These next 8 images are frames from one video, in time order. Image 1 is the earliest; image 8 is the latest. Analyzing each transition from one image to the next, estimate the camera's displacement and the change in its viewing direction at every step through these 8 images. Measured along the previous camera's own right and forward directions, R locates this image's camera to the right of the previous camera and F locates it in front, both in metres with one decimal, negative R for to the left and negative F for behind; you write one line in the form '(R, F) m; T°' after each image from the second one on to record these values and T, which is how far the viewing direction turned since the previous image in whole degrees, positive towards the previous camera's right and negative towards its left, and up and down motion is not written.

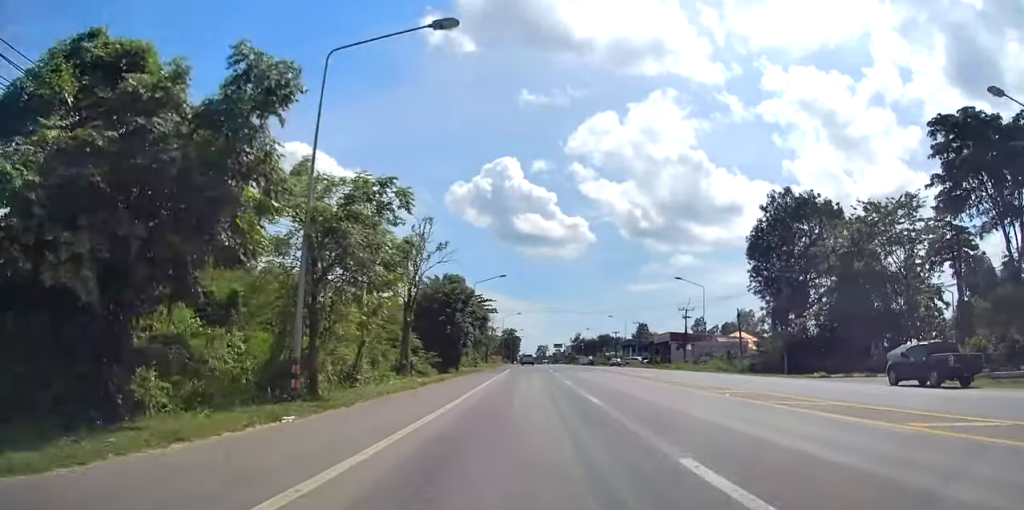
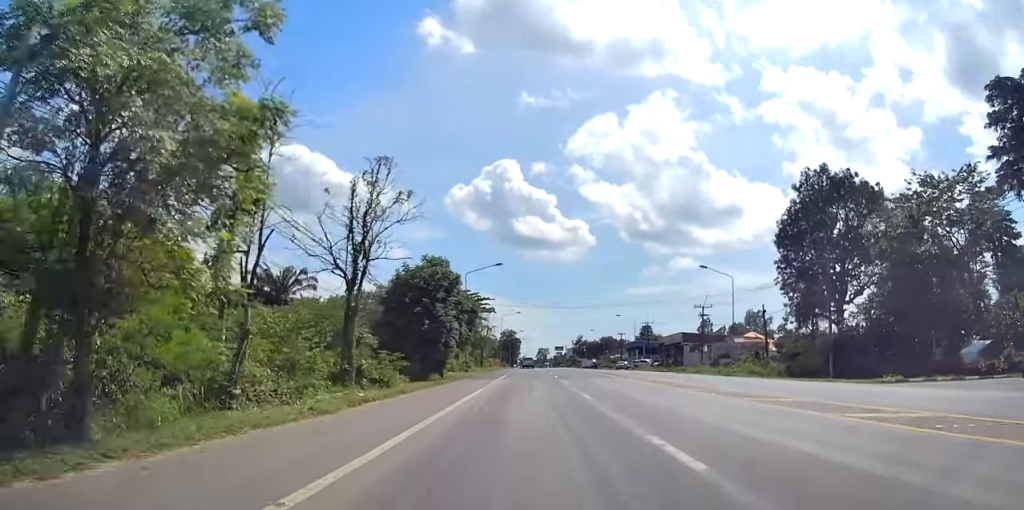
(-0.4, +9.7) m; 0°
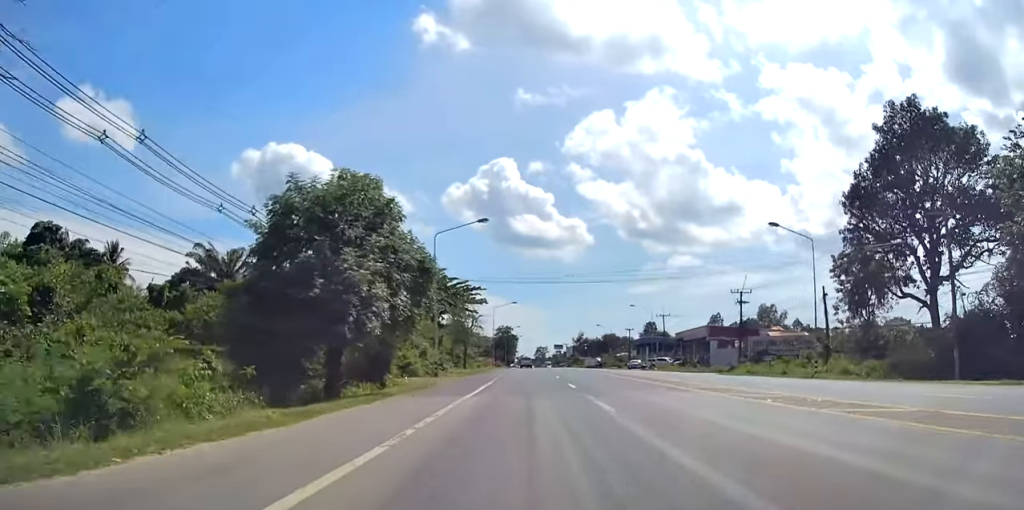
(-0.1, +17.5) m; +1°
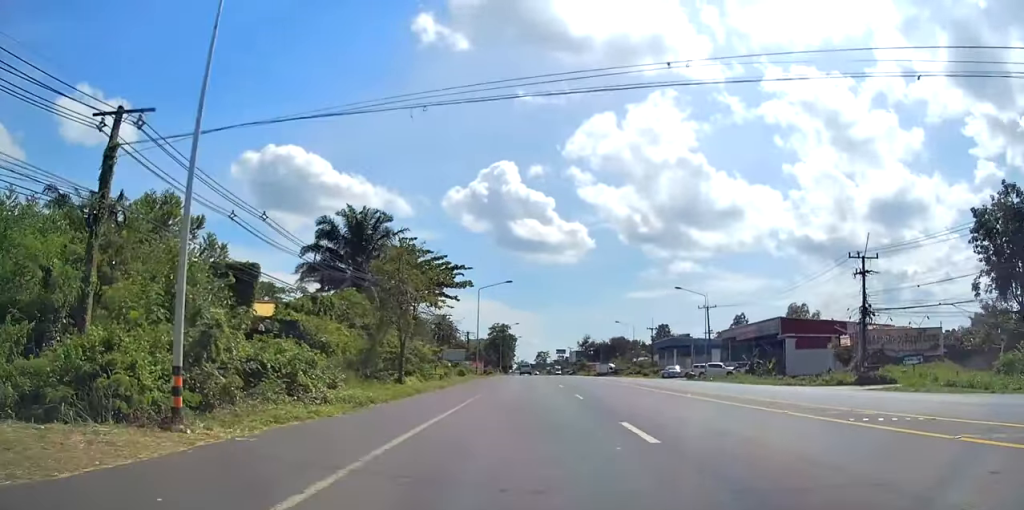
(+0.6, +28.7) m; +1°
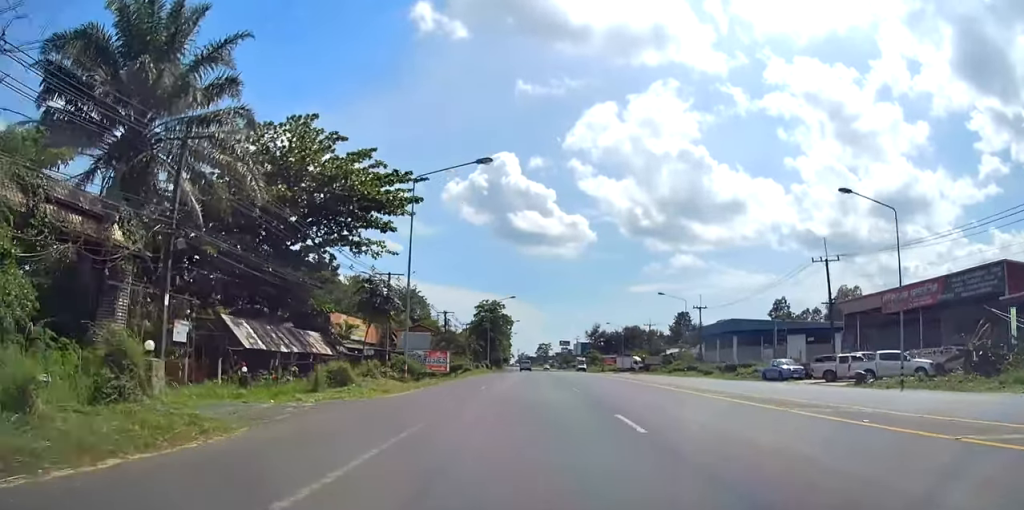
(-0.1, +36.9) m; 0°
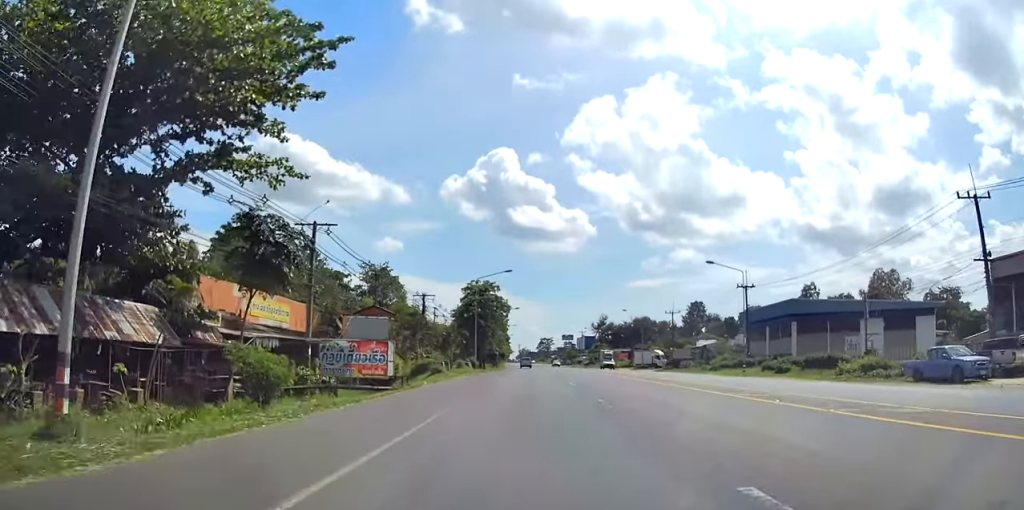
(0.0, +20.4) m; 0°
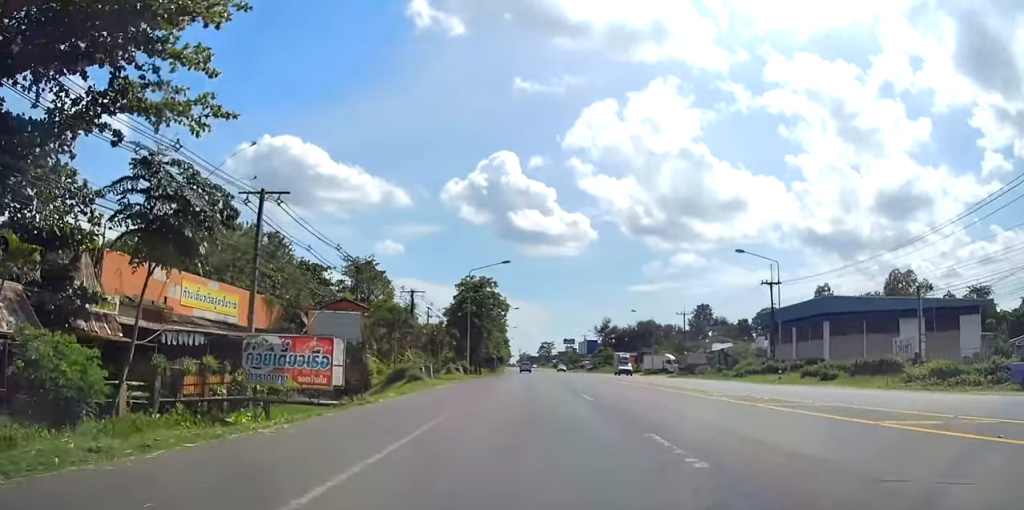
(0.0, +7.8) m; 0°
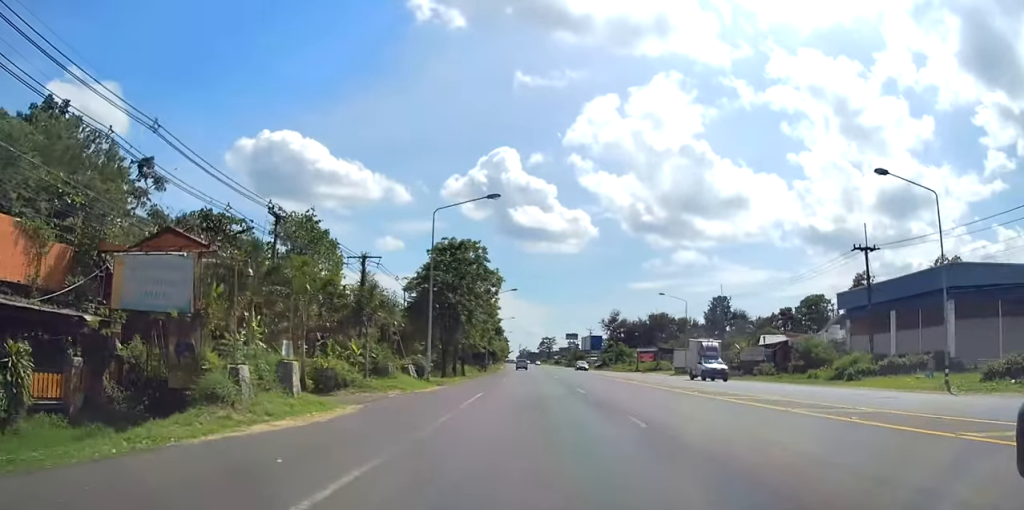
(0.0, +19.9) m; 0°
